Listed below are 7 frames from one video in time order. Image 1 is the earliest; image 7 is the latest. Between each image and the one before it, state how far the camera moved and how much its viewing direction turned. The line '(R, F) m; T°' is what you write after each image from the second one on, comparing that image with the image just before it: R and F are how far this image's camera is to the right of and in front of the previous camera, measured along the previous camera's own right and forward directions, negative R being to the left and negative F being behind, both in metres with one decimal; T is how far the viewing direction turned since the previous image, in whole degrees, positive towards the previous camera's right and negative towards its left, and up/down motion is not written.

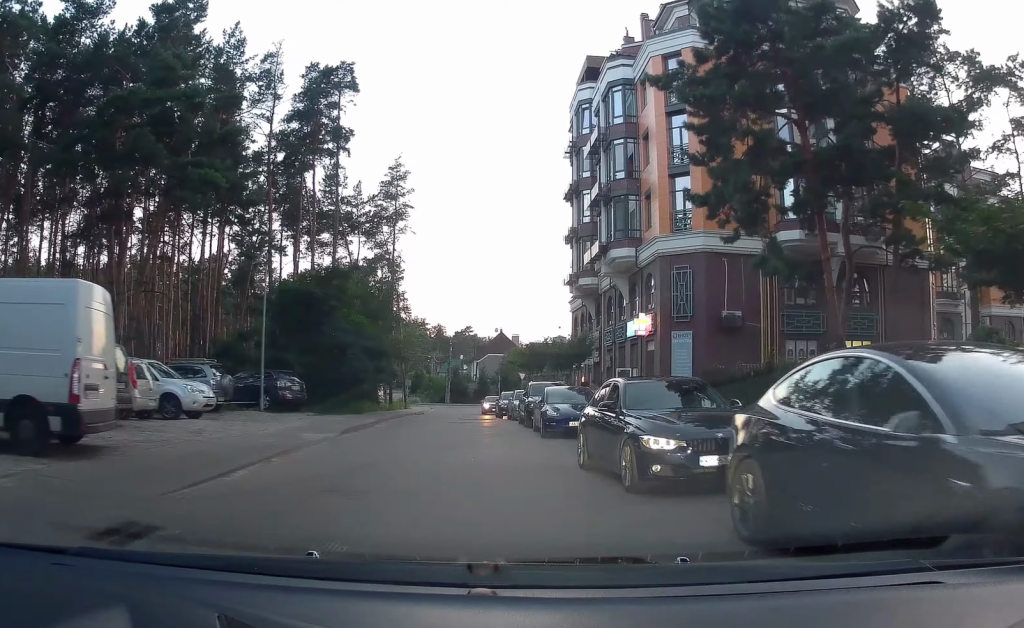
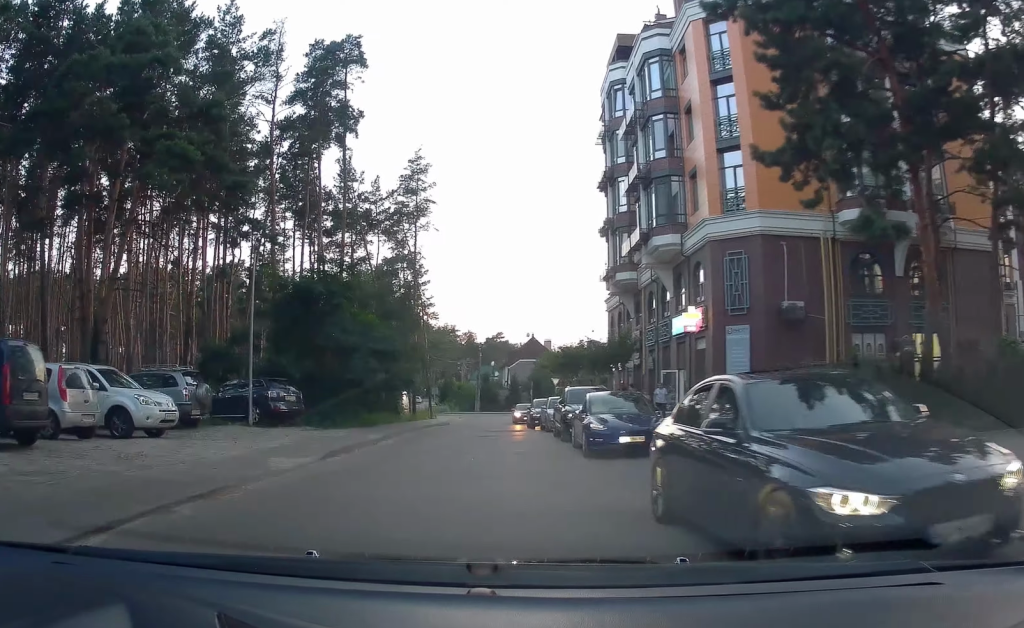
(+0.3, +4.9) m; -2°
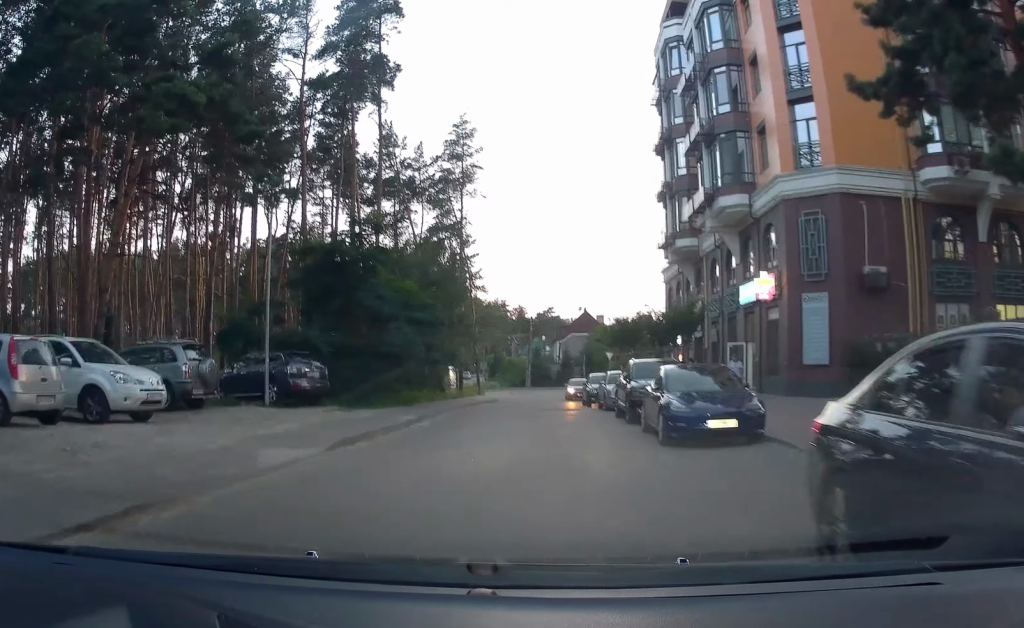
(-0.1, +3.1) m; -7°
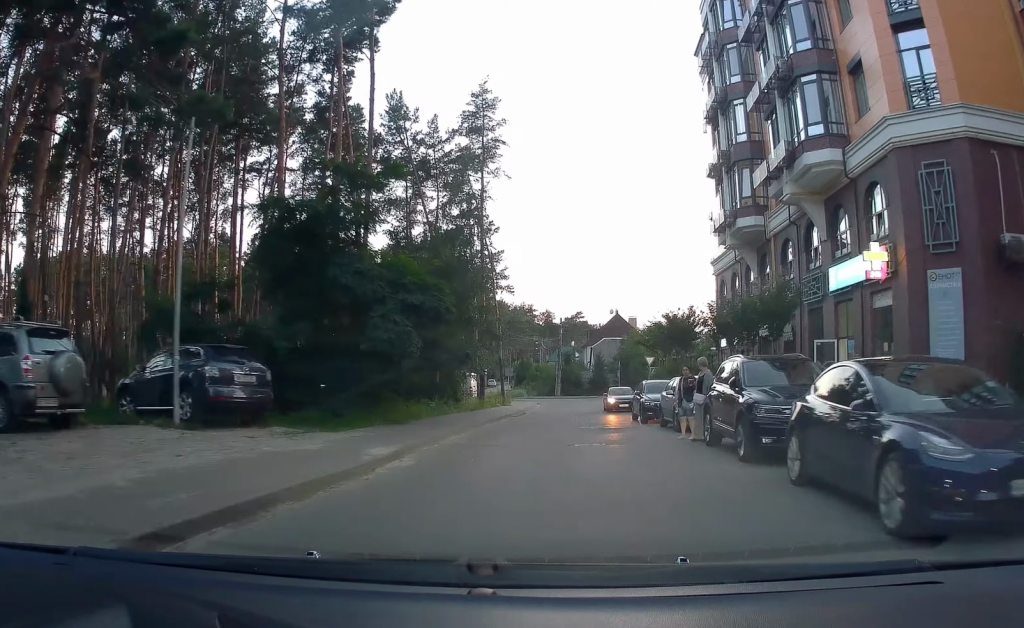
(-0.9, +6.7) m; -16°
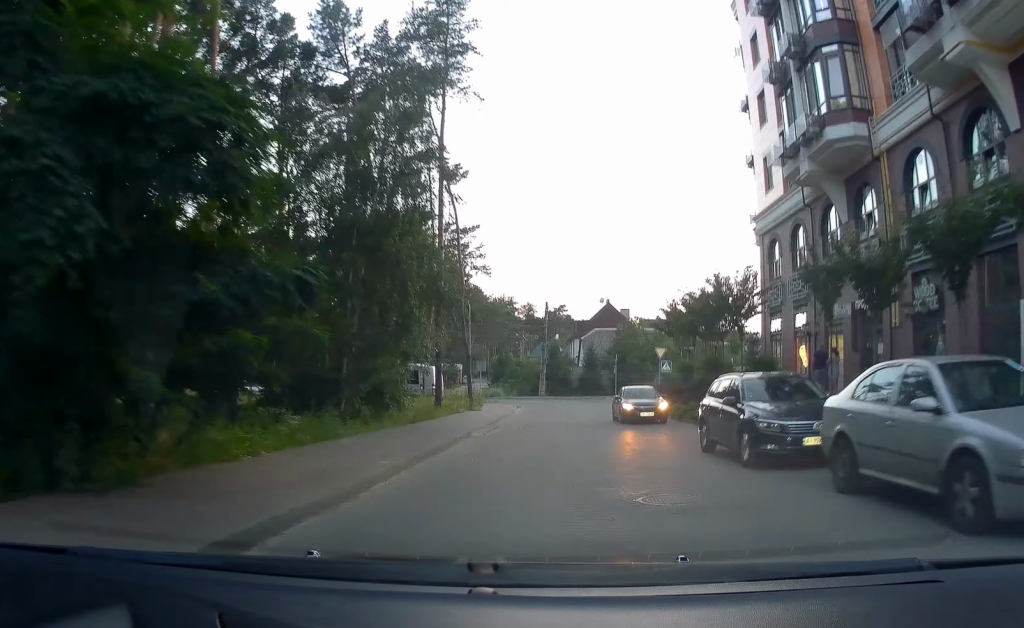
(-2.3, +12.3) m; -13°
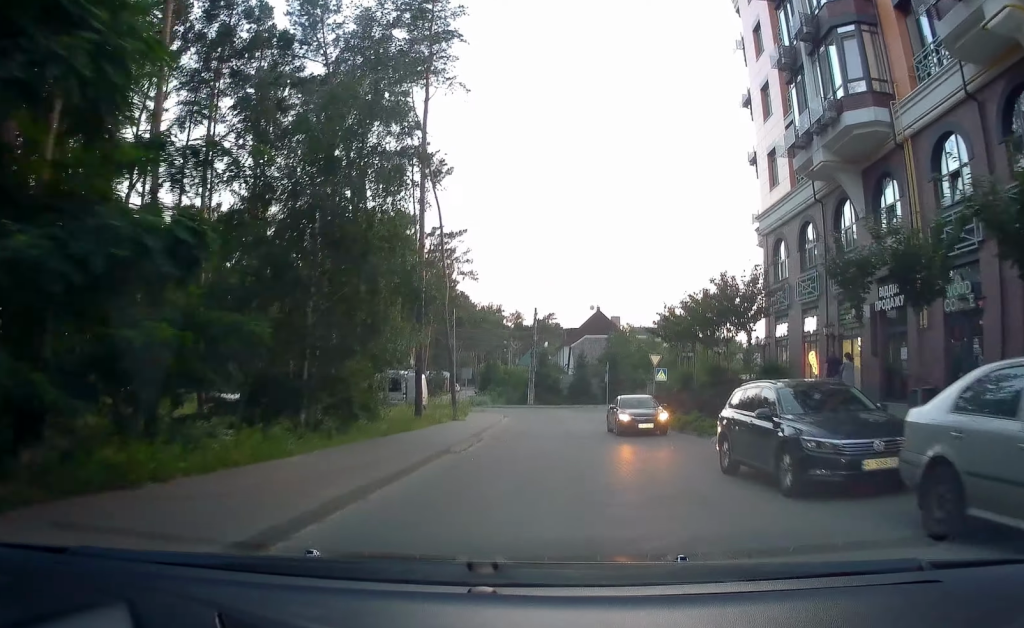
(+0.1, +2.1) m; 0°
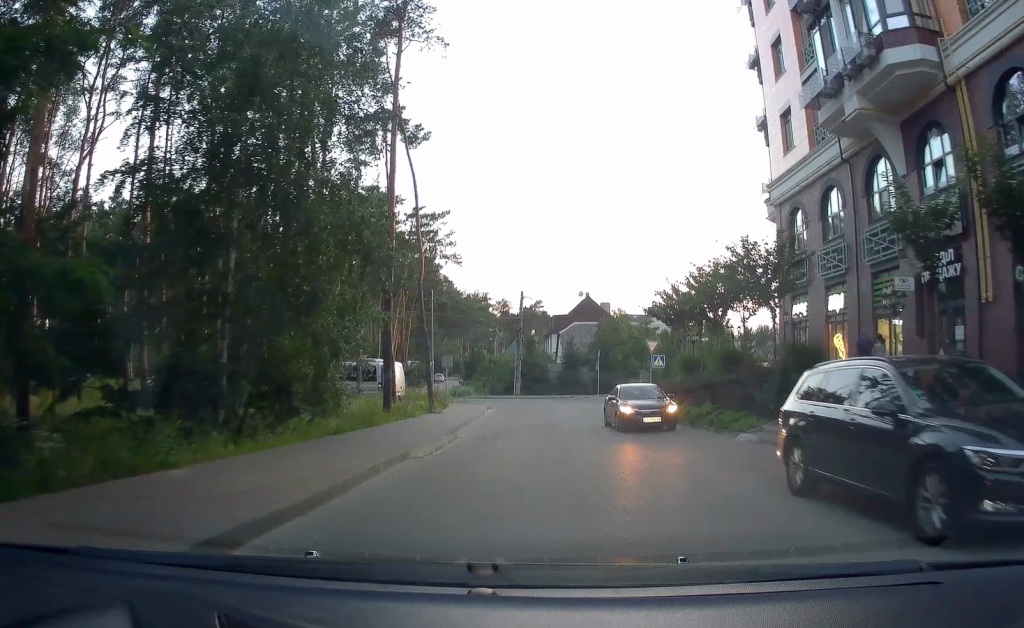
(-0.2, +3.9) m; +3°
